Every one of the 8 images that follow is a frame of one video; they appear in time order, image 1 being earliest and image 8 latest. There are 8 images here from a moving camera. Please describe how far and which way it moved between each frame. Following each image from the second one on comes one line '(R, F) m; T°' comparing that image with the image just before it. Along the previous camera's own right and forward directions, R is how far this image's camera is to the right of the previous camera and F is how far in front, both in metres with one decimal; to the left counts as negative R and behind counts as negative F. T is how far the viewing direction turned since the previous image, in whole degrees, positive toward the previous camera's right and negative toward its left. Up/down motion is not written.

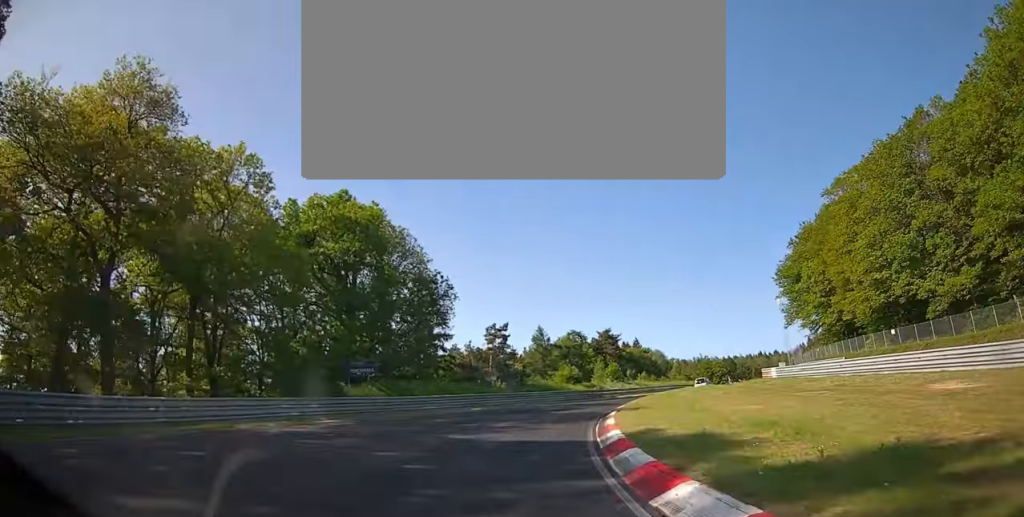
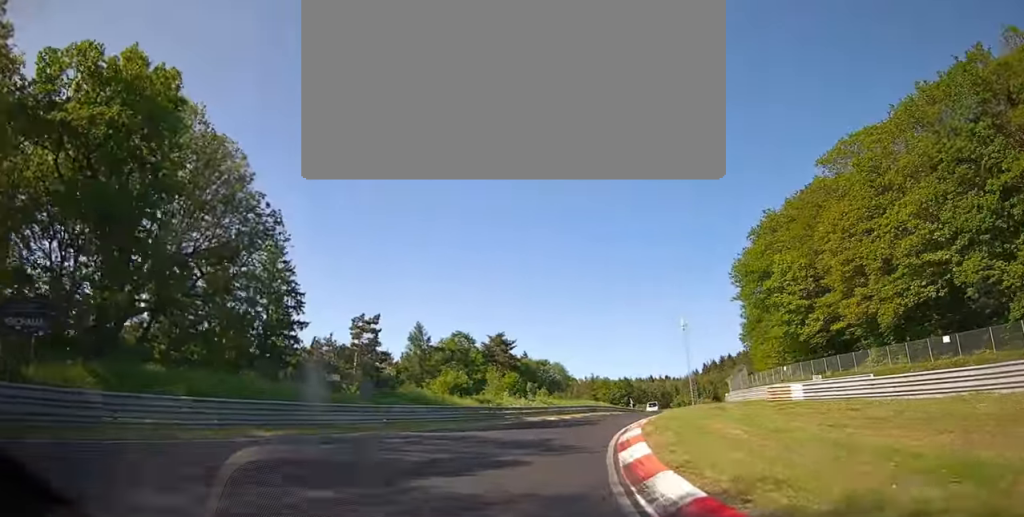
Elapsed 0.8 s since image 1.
(+2.0, +18.5) m; +12°
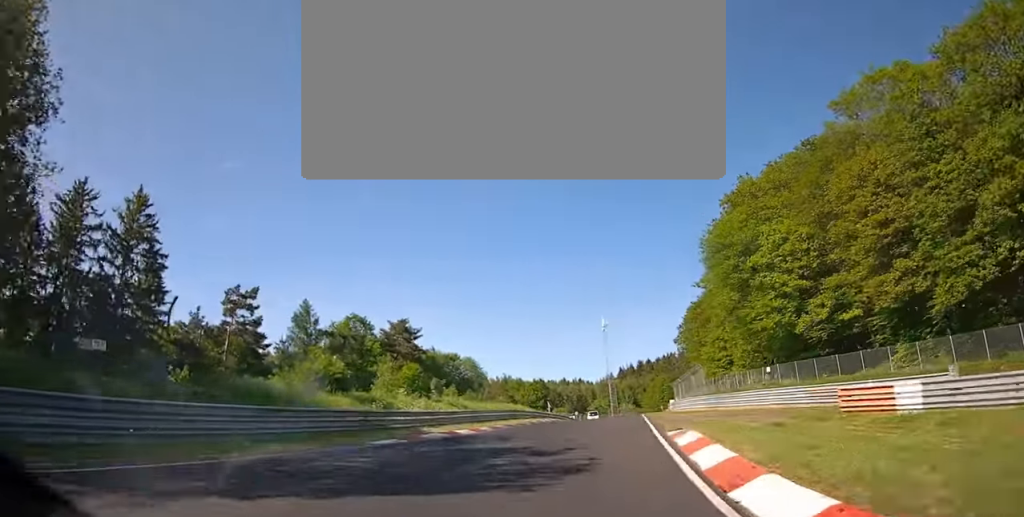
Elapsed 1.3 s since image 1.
(+0.8, +13.4) m; +9°
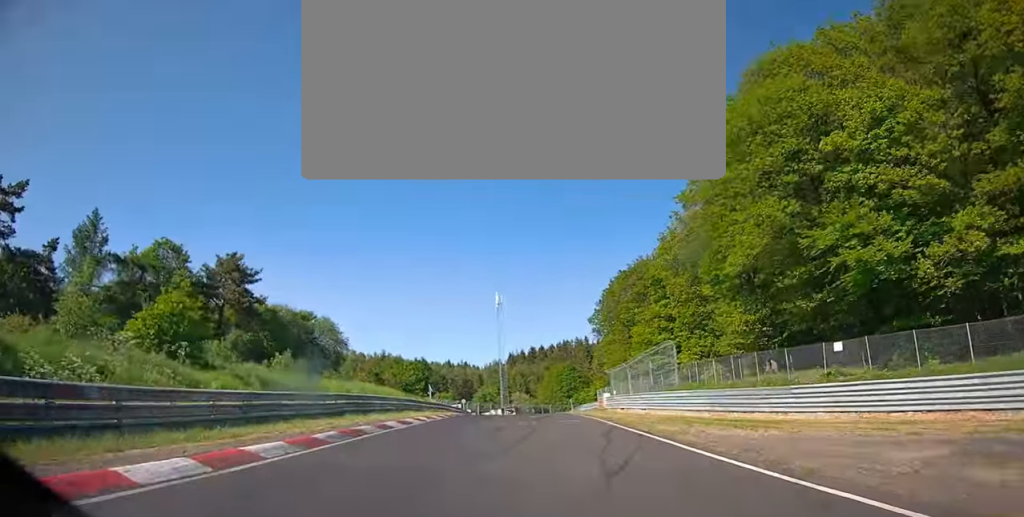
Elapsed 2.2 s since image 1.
(+2.3, +22.3) m; +9°
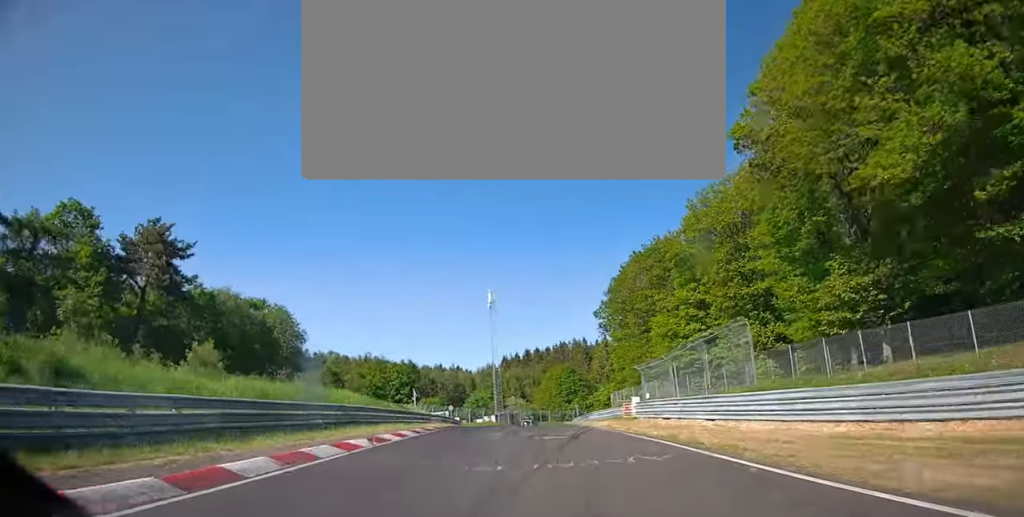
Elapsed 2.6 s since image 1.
(+0.7, +12.2) m; +3°
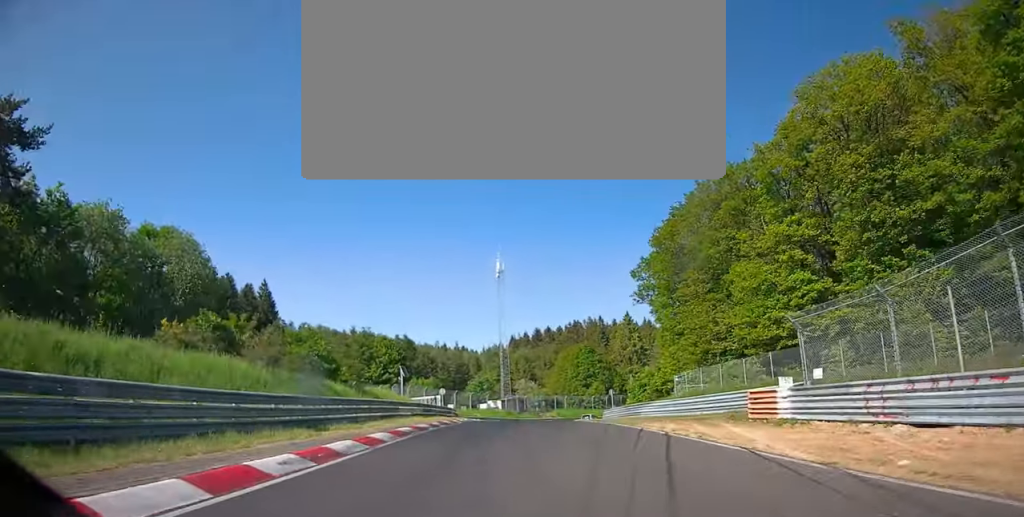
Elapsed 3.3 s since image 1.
(+0.7, +18.3) m; +4°
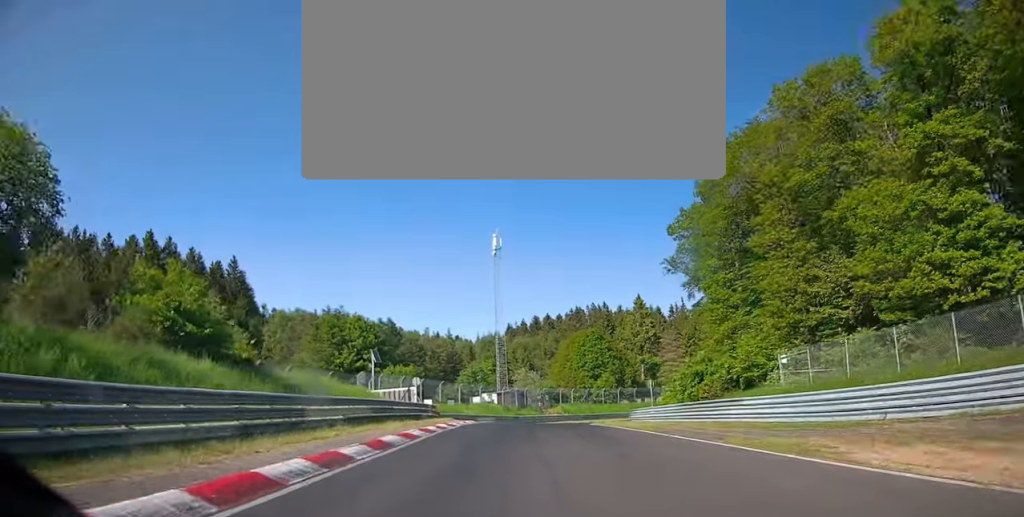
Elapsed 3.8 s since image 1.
(+0.6, +14.7) m; +2°
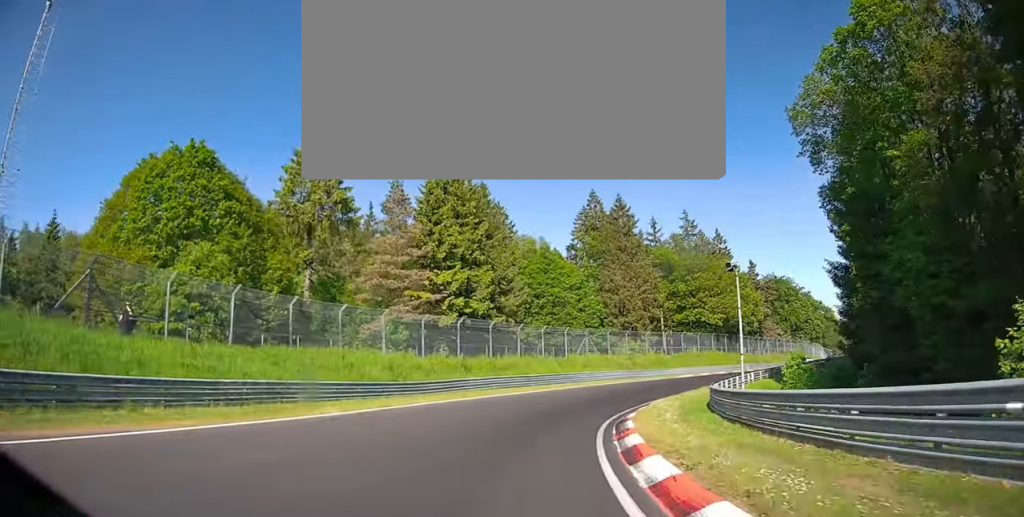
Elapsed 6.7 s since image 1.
(+14.6, +66.7) m; +38°
